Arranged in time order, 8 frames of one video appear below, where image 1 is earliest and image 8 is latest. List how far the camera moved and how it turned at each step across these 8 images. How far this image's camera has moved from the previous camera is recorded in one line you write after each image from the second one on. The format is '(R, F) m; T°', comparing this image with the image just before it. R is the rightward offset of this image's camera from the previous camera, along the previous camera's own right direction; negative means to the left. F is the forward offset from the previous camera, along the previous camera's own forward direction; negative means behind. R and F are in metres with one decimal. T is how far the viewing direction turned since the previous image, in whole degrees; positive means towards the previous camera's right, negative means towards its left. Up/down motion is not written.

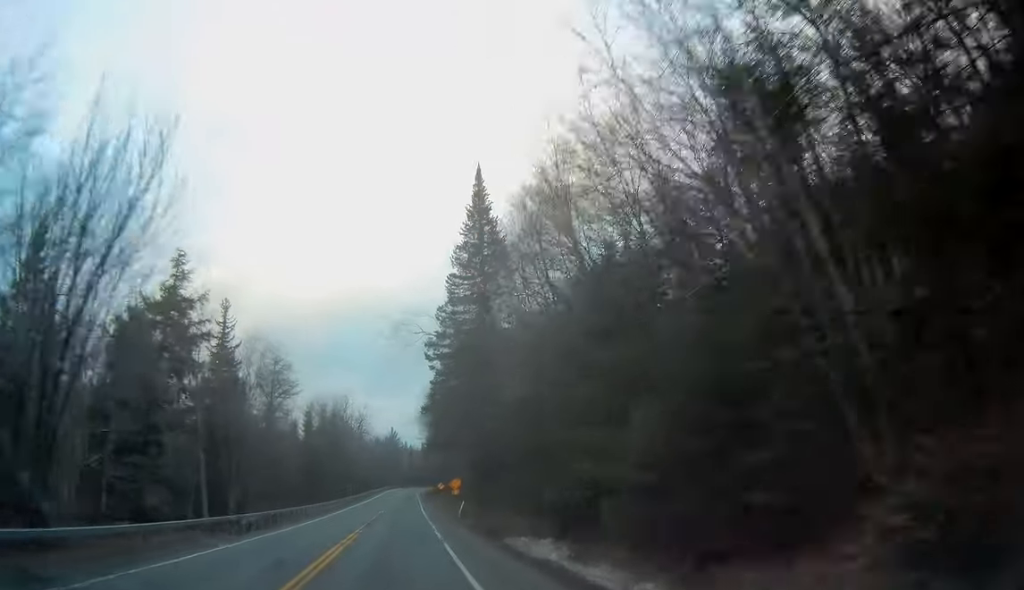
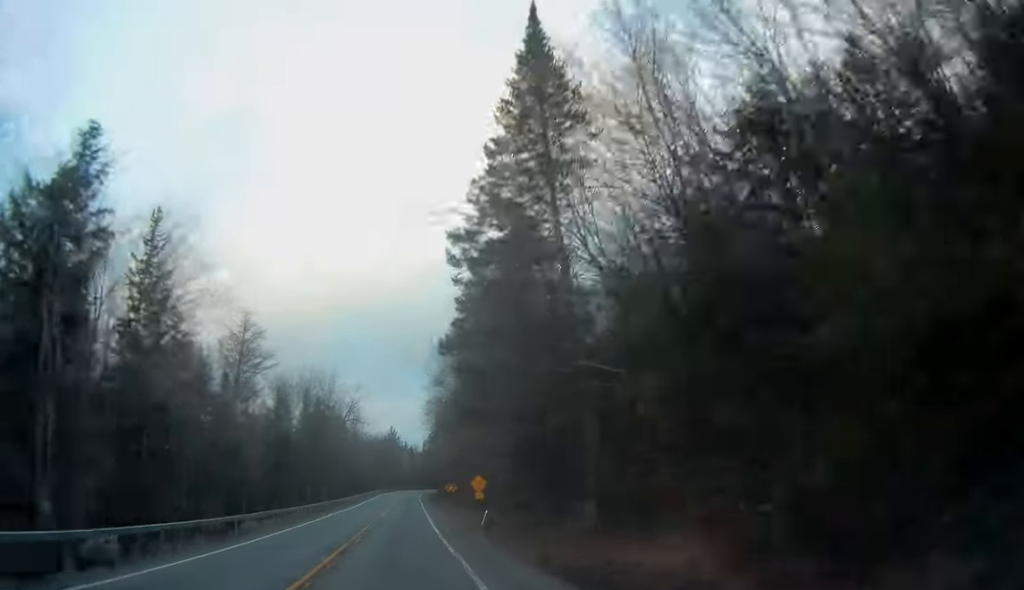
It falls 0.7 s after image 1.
(-0.1, +19.1) m; 0°
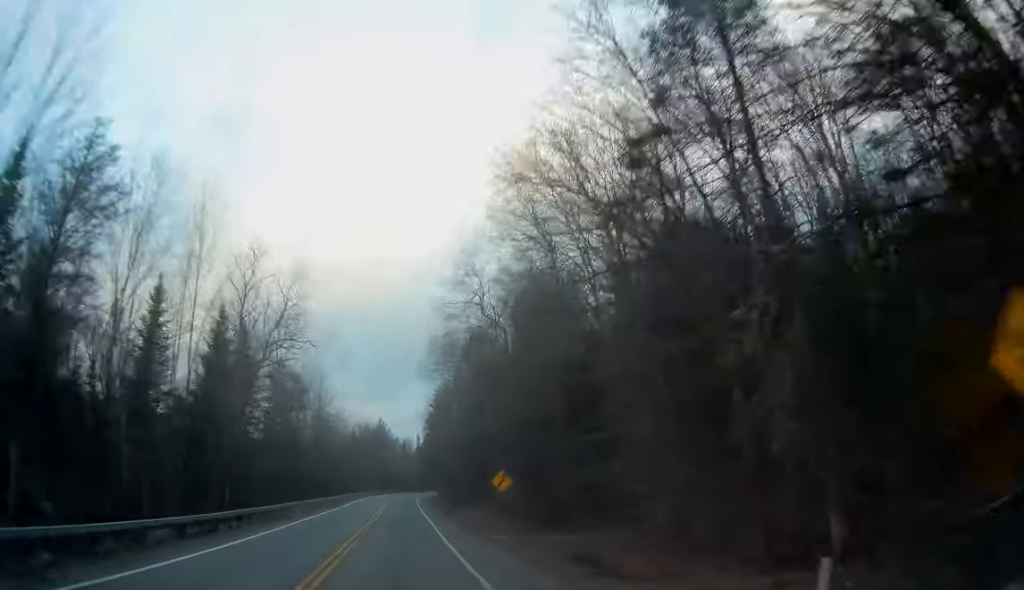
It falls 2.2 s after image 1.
(-0.2, +39.9) m; +1°
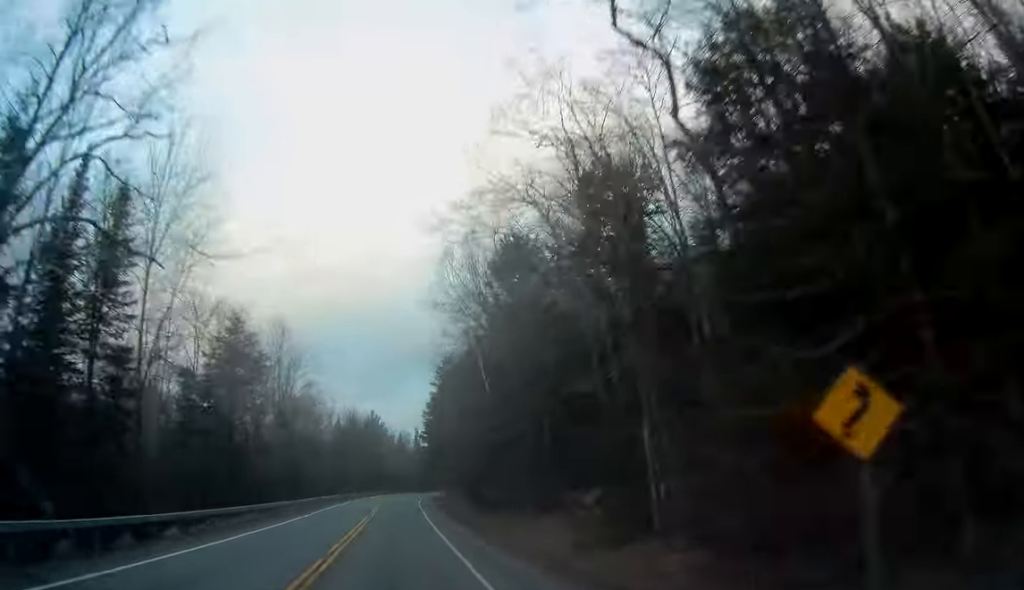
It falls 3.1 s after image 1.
(+0.5, +24.4) m; +1°
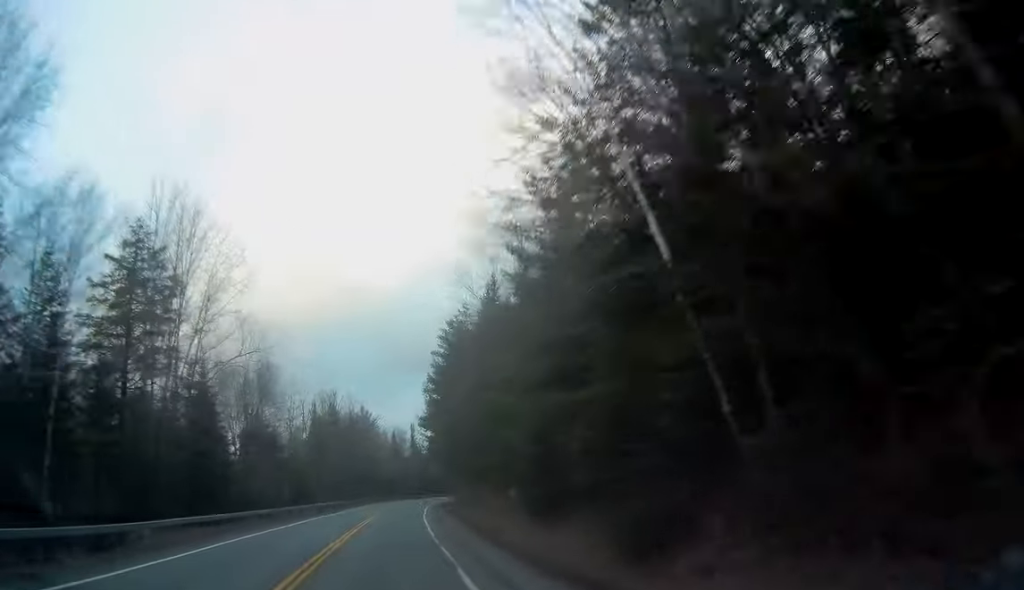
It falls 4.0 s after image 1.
(+0.1, +26.4) m; 0°
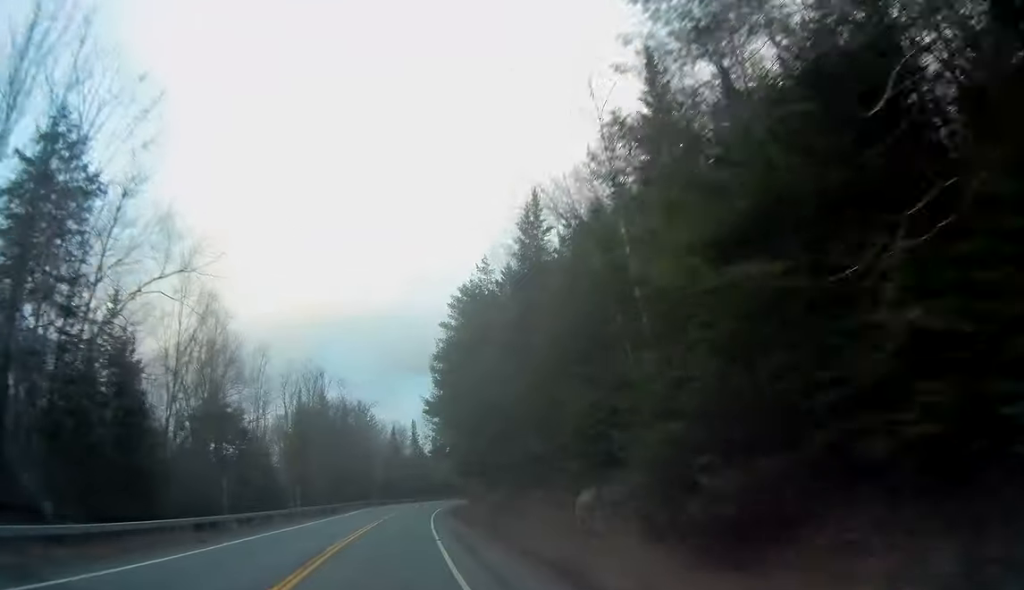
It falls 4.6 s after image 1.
(0.0, +14.4) m; 0°
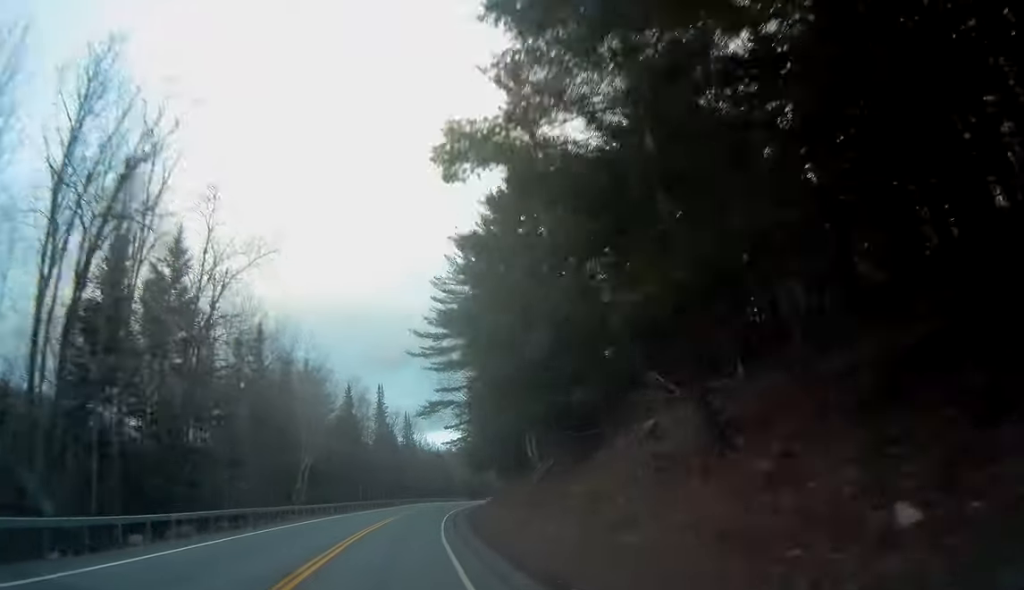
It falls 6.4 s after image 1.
(+0.6, +47.7) m; +3°
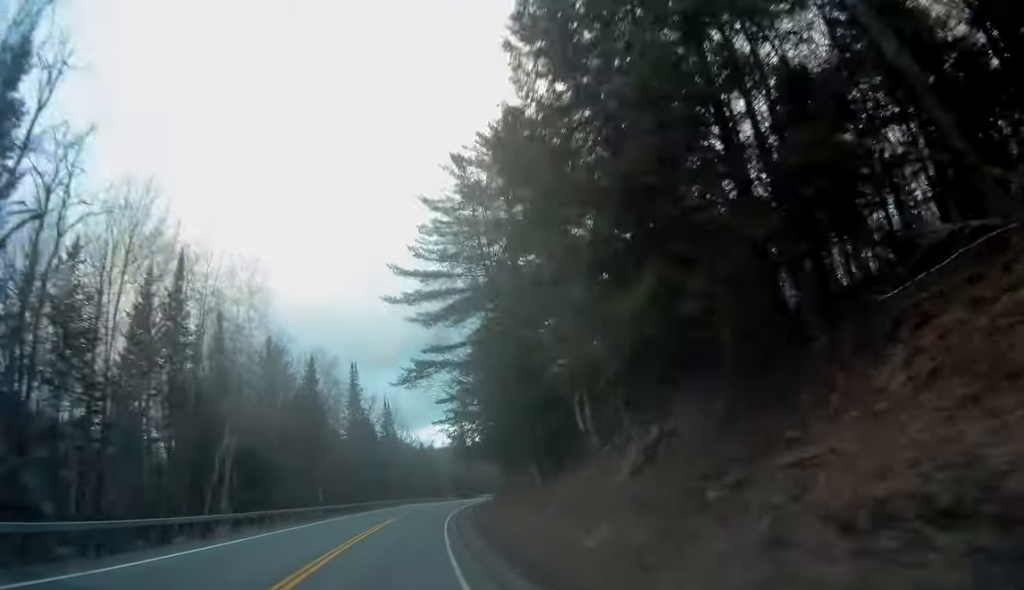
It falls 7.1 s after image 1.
(+0.3, +17.5) m; +1°
